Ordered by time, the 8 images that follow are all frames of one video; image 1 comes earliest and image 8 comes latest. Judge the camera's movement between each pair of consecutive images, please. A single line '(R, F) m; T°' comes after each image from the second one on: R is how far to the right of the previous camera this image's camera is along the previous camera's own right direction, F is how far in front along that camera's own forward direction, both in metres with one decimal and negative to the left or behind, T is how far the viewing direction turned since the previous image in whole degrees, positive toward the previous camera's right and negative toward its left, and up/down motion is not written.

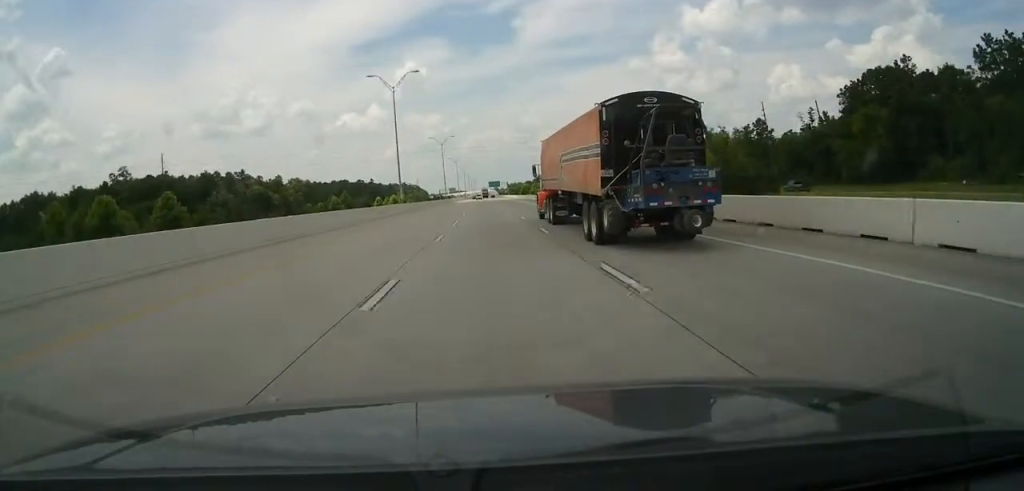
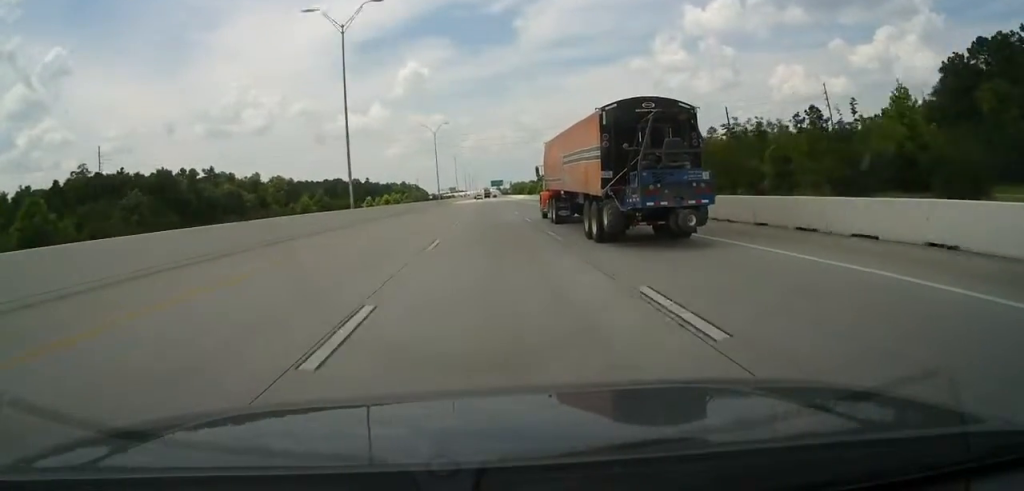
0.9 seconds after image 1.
(-0.4, +25.6) m; -1°
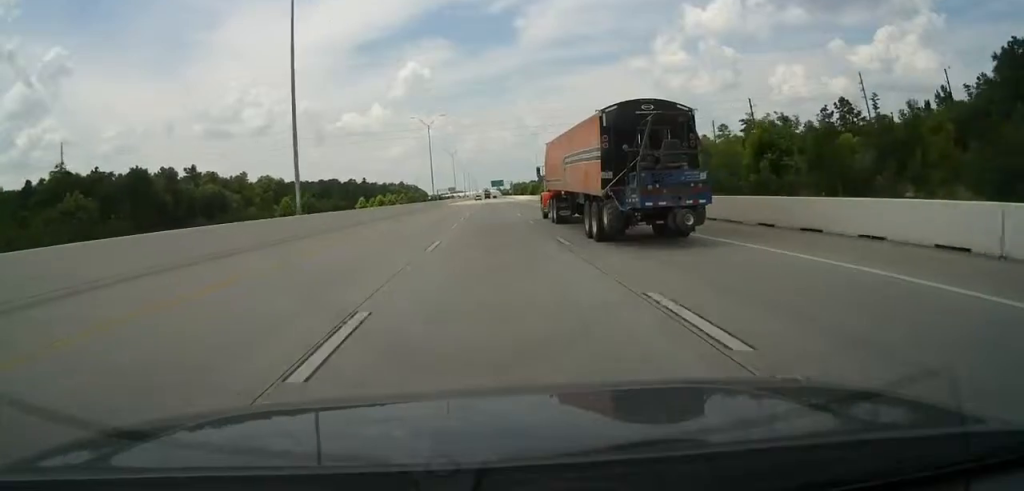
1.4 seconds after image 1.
(0.0, +12.0) m; 0°
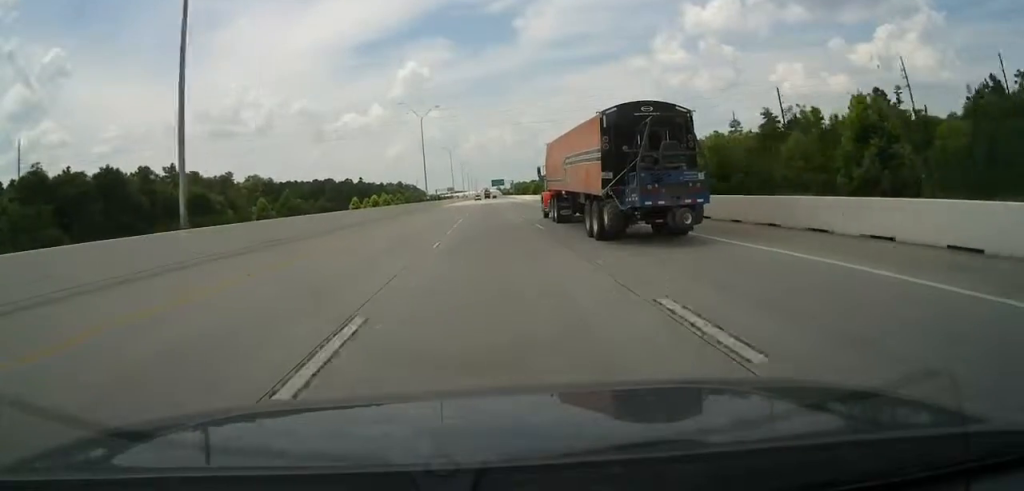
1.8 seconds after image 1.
(0.0, +12.0) m; 0°
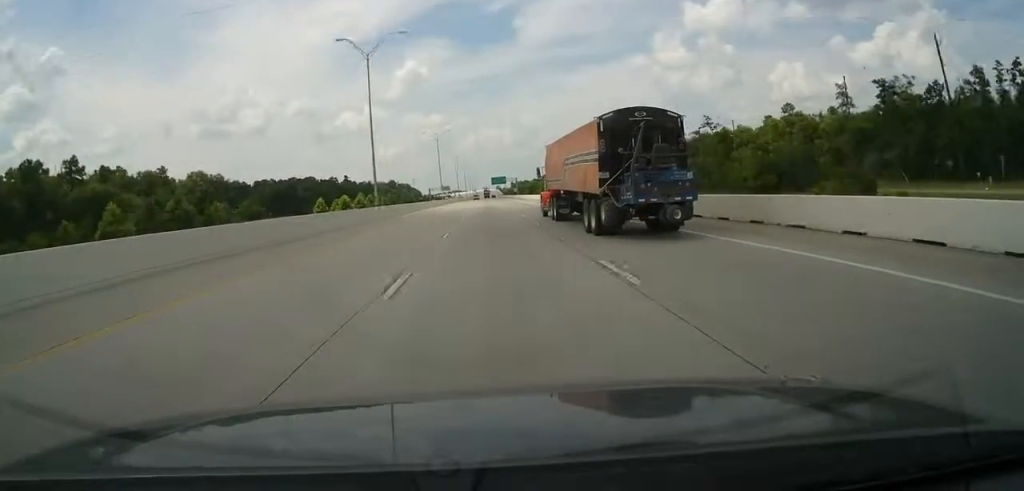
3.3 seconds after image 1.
(0.0, +42.7) m; 0°
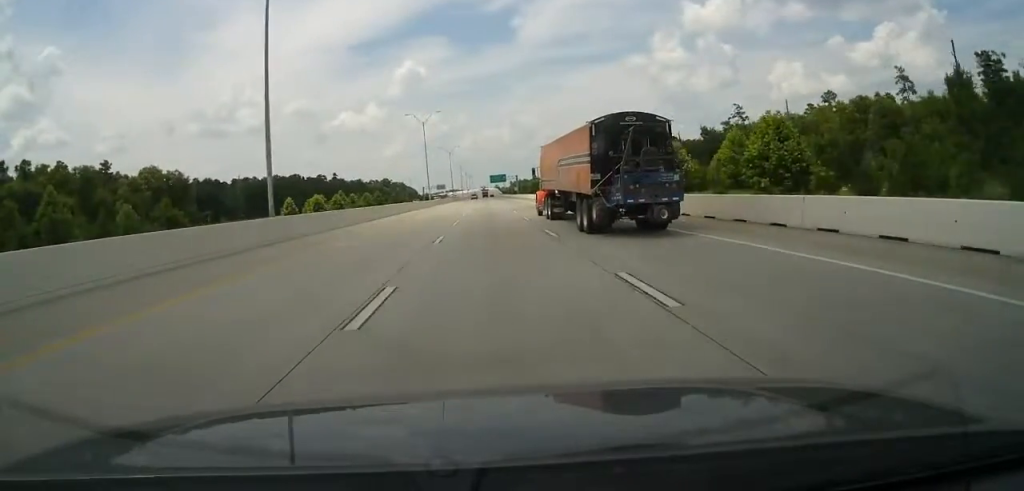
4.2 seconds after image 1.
(0.0, +25.1) m; 0°
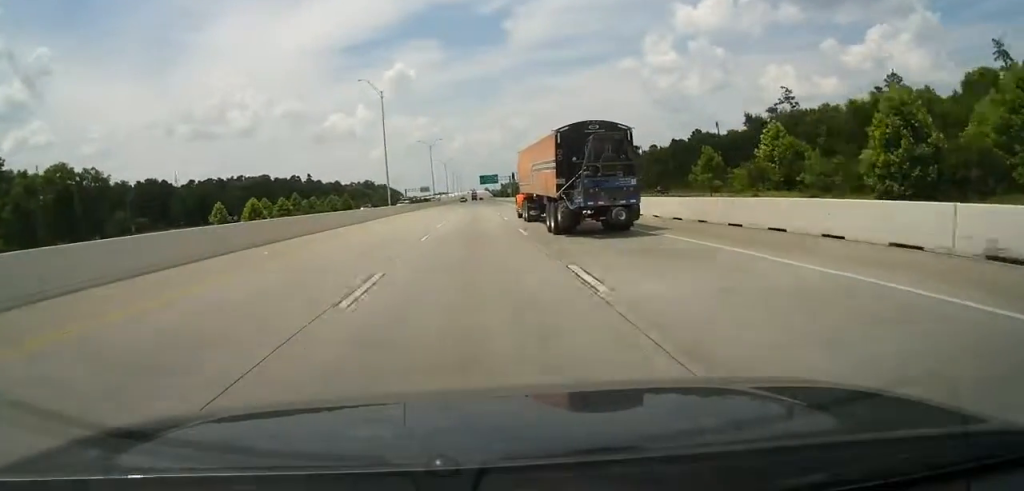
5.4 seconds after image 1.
(0.0, +33.8) m; 0°
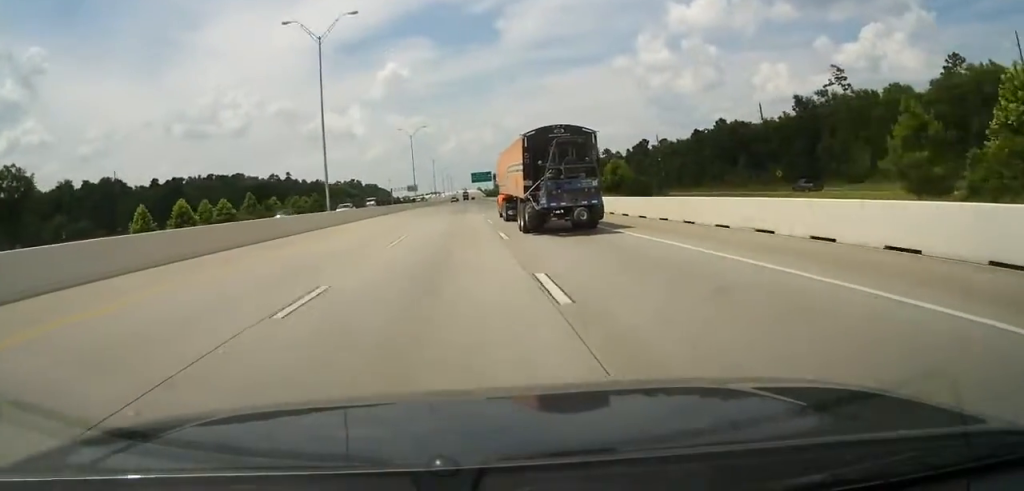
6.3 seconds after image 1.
(0.0, +24.4) m; 0°
